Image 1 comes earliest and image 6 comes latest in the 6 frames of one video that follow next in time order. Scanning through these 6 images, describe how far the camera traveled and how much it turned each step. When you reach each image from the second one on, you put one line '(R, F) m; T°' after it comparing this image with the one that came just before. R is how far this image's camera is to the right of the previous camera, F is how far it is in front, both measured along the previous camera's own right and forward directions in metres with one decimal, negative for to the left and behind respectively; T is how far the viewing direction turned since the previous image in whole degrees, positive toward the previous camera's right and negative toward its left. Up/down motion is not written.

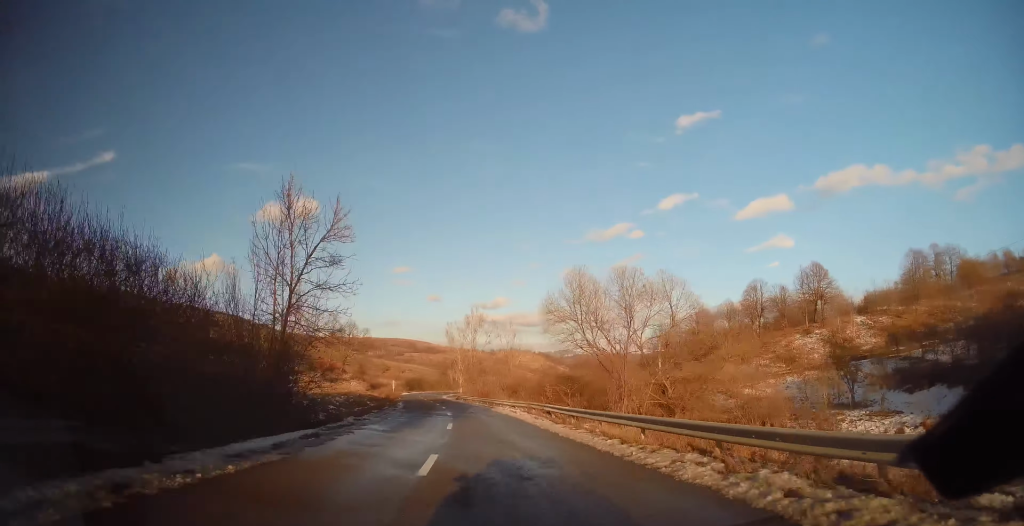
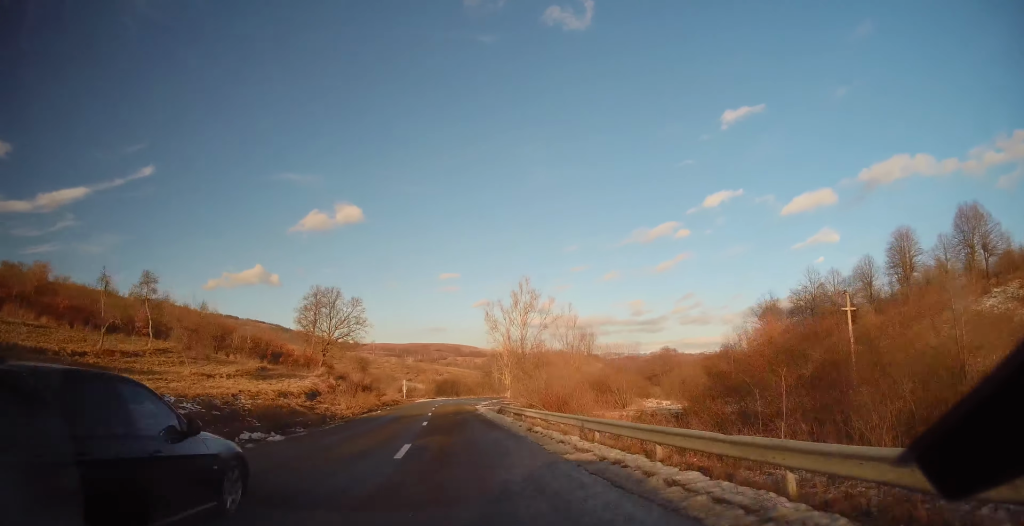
(-1.8, +43.2) m; -6°
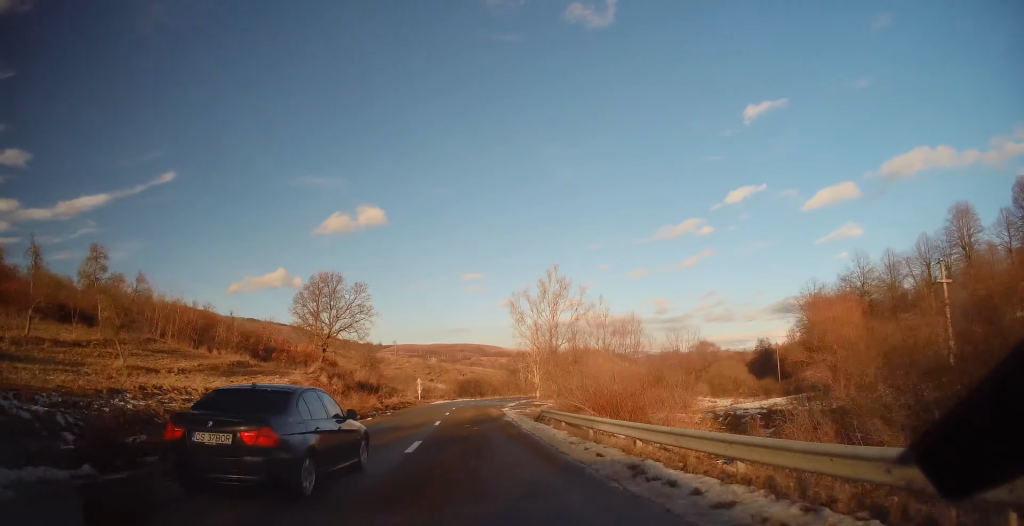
(-0.2, +10.8) m; -2°
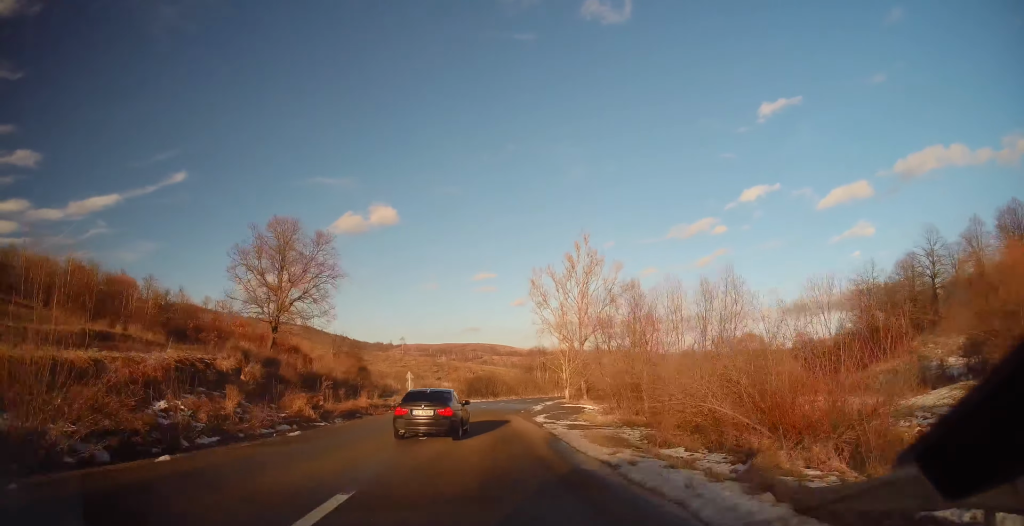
(-0.7, +19.8) m; -1°
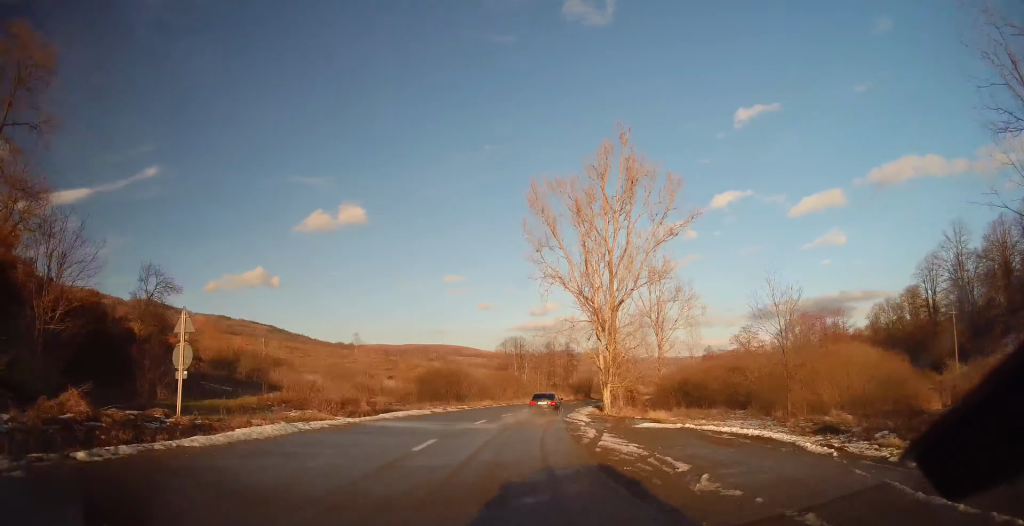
(+2.1, +37.4) m; +8°
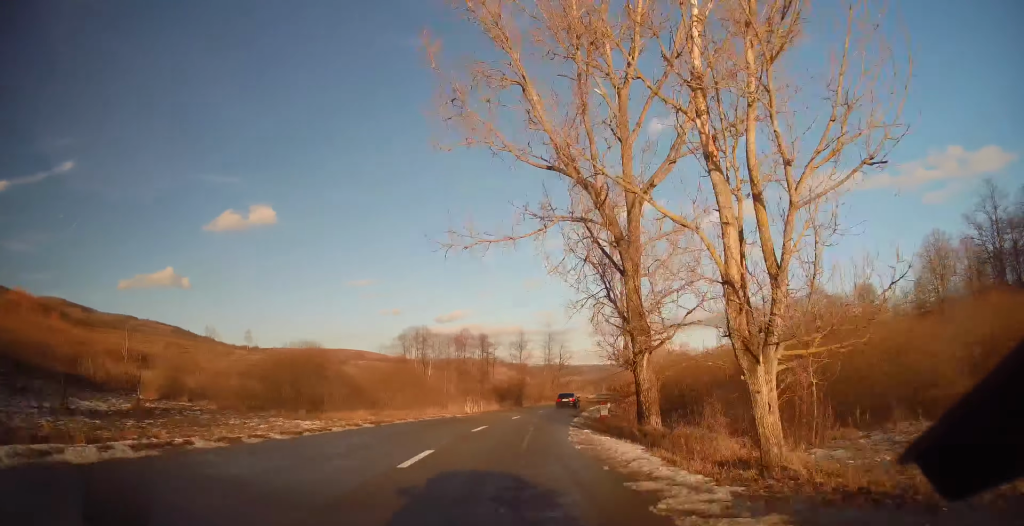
(+1.8, +29.2) m; +8°
